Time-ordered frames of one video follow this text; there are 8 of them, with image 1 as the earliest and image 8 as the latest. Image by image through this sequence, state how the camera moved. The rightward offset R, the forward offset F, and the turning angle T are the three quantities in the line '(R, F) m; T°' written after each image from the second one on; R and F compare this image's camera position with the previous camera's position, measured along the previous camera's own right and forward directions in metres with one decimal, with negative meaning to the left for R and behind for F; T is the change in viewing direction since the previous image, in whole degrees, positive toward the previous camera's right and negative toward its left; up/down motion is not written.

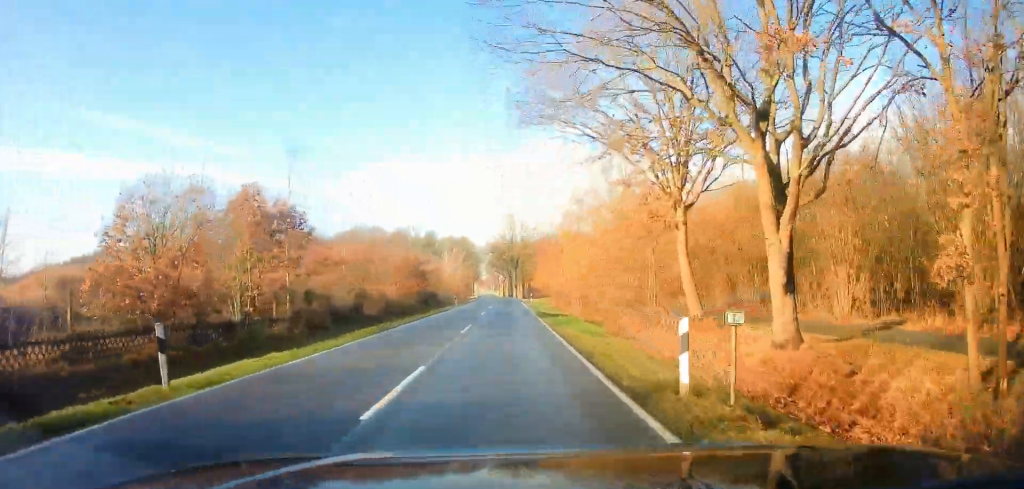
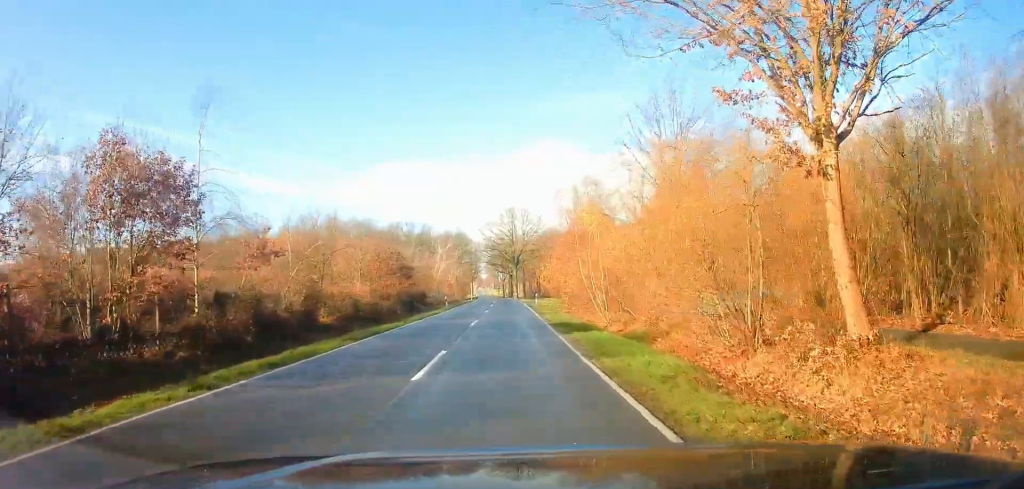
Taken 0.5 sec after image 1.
(-0.1, +9.2) m; 0°
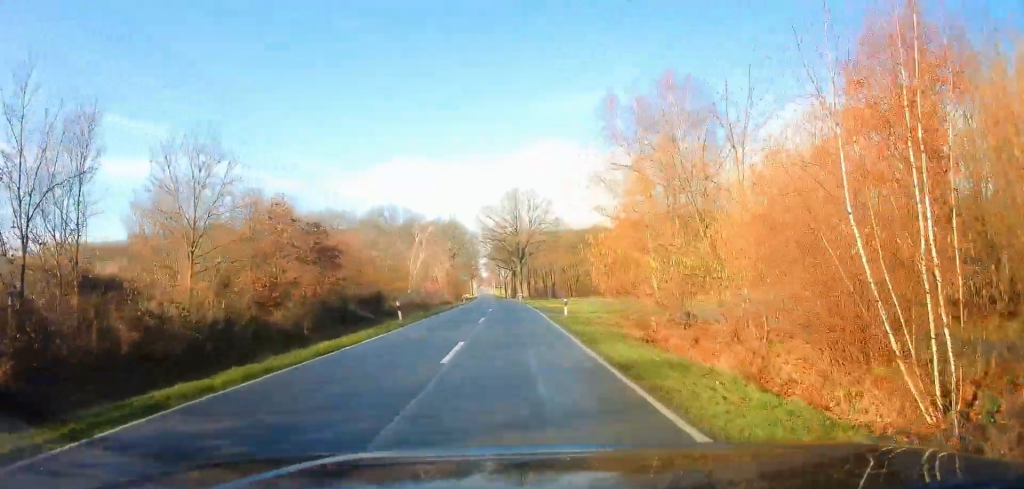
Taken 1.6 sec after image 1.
(0.0, +21.9) m; 0°
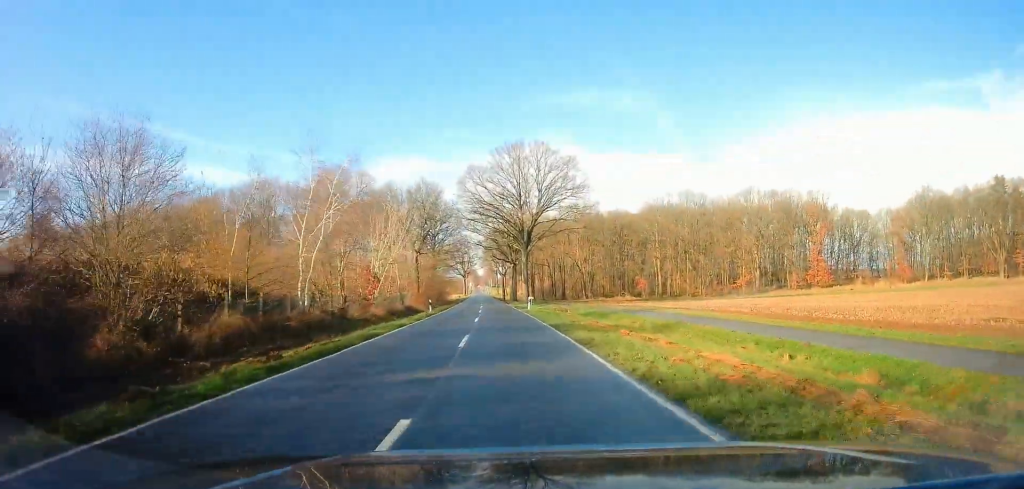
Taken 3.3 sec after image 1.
(+0.1, +32.2) m; +1°
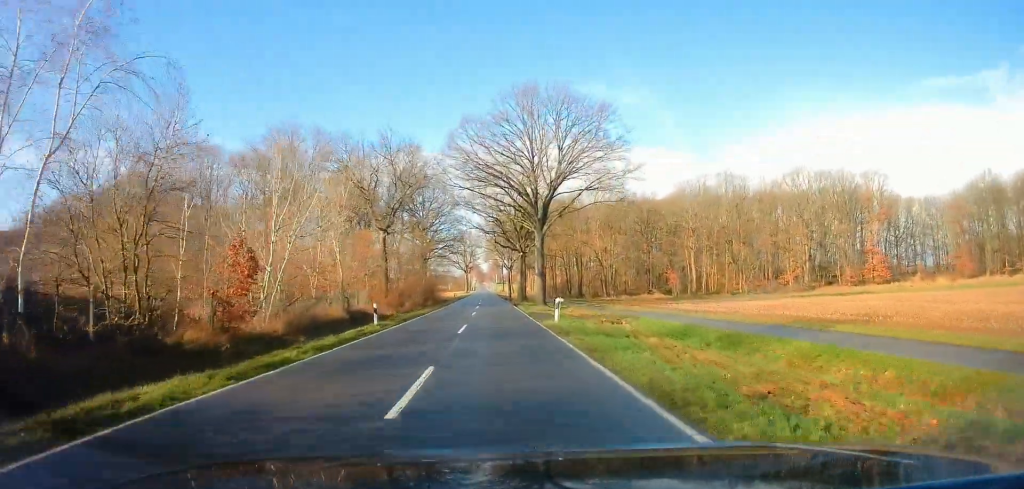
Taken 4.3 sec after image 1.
(+0.2, +19.7) m; -1°
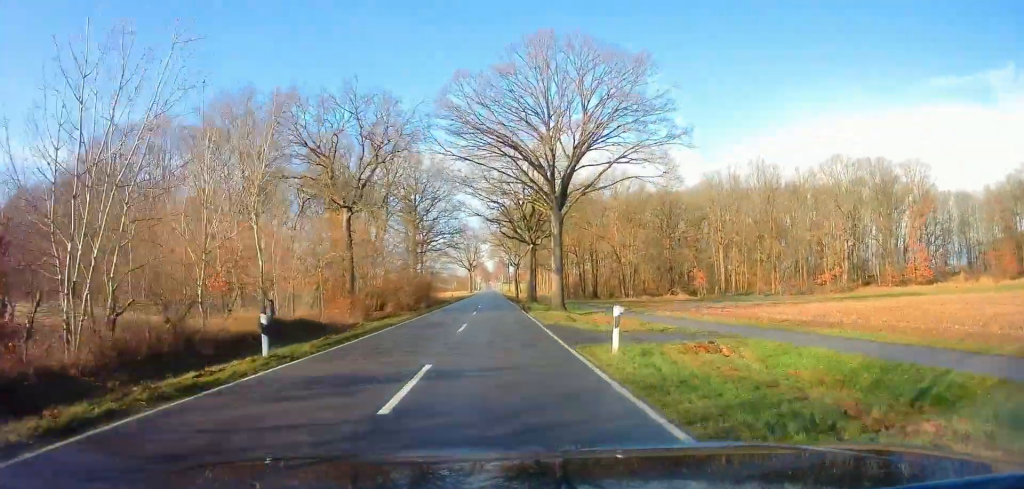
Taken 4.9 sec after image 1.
(-0.3, +11.6) m; -1°
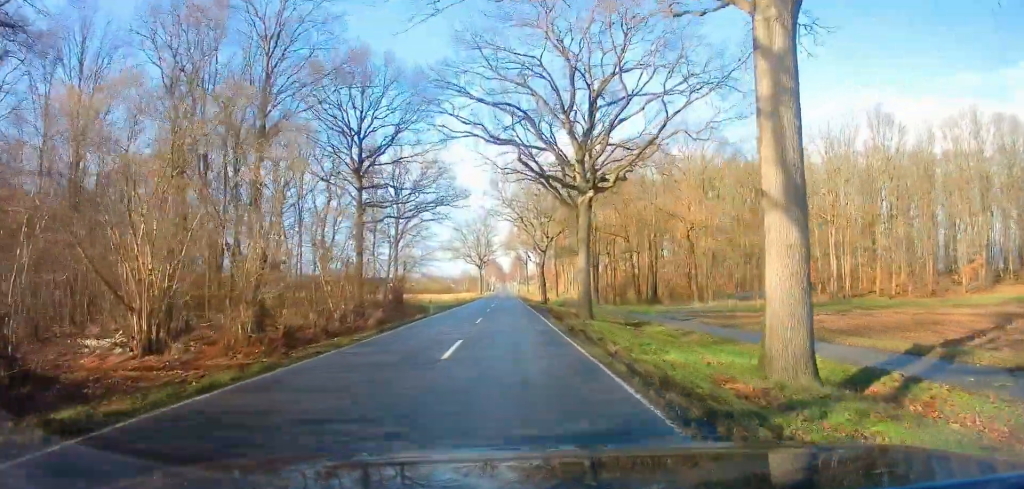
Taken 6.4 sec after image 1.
(-0.3, +31.2) m; 0°
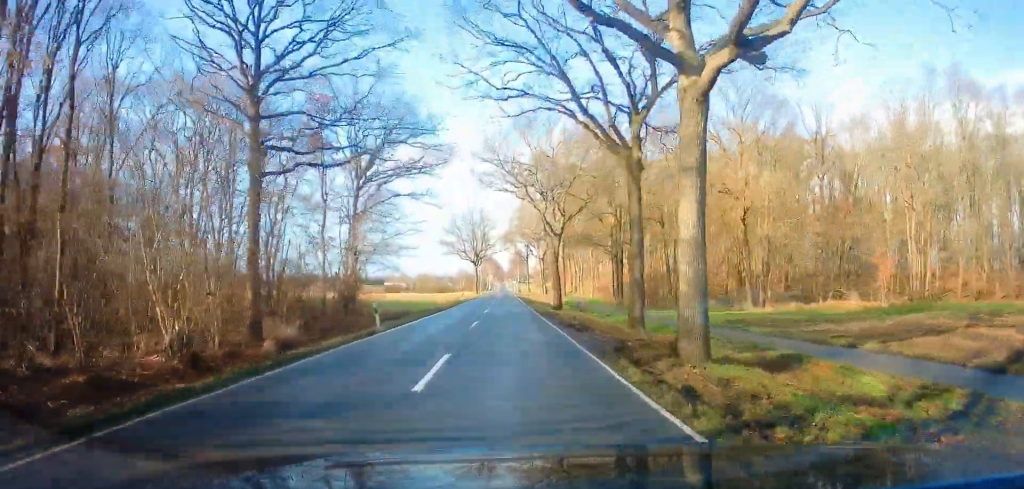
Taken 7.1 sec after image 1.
(-0.1, +15.7) m; +1°
